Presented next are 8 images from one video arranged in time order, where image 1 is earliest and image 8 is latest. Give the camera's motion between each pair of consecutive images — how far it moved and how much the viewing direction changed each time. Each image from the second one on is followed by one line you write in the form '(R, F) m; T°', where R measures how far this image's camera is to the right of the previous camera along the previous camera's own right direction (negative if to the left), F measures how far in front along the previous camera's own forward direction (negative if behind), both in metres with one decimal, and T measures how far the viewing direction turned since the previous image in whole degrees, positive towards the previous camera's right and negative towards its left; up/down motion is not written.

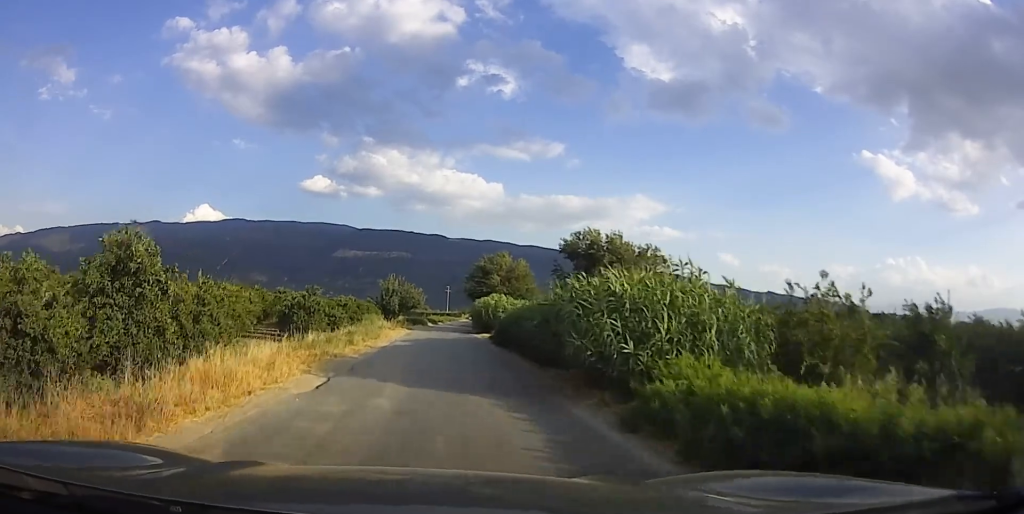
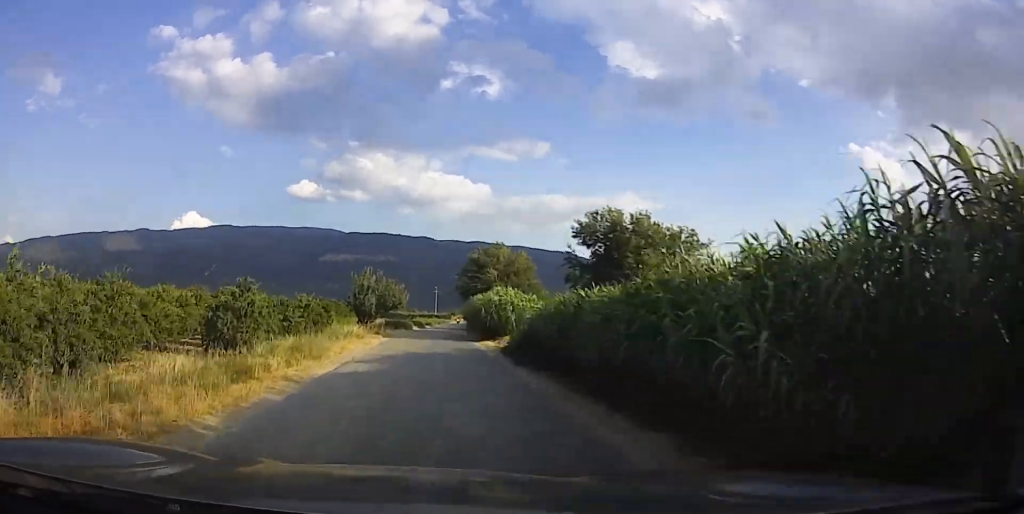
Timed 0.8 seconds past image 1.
(+0.2, +11.6) m; +3°
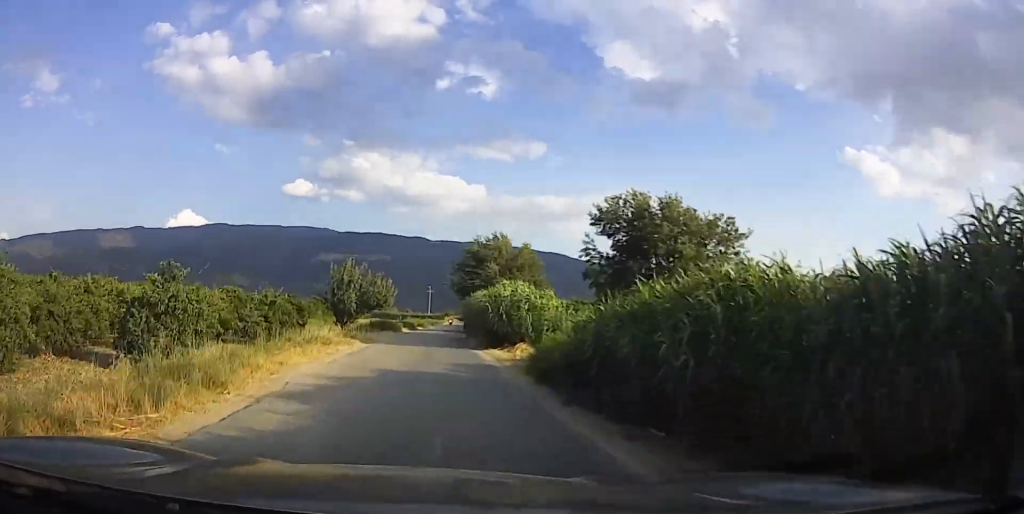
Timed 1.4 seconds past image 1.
(+0.5, +7.7) m; +1°
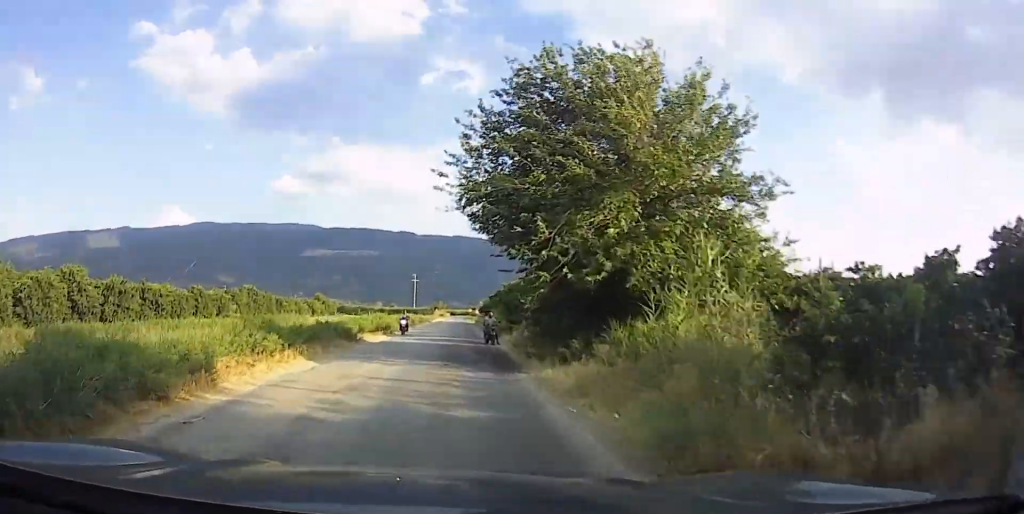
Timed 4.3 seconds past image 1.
(-1.7, +41.5) m; -12°
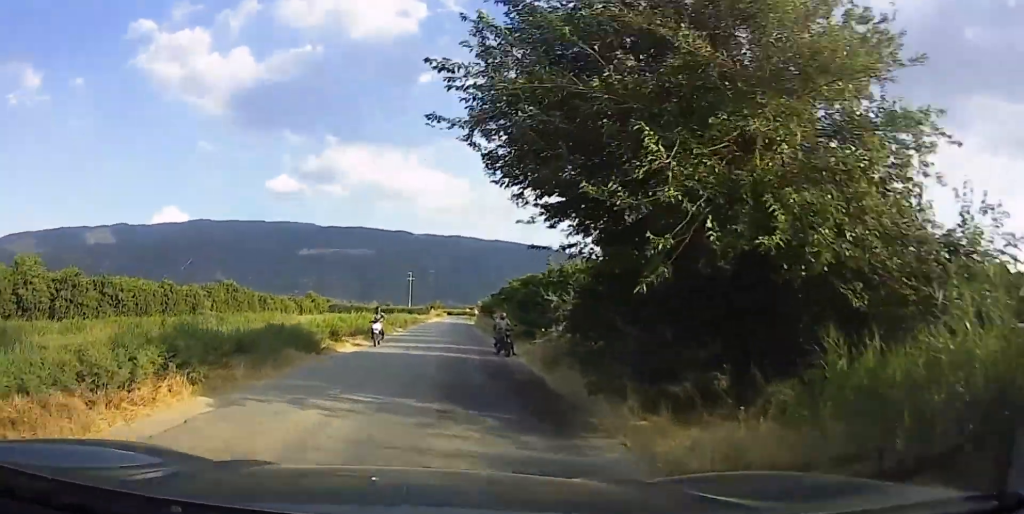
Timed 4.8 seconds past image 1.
(-0.5, +5.1) m; 0°
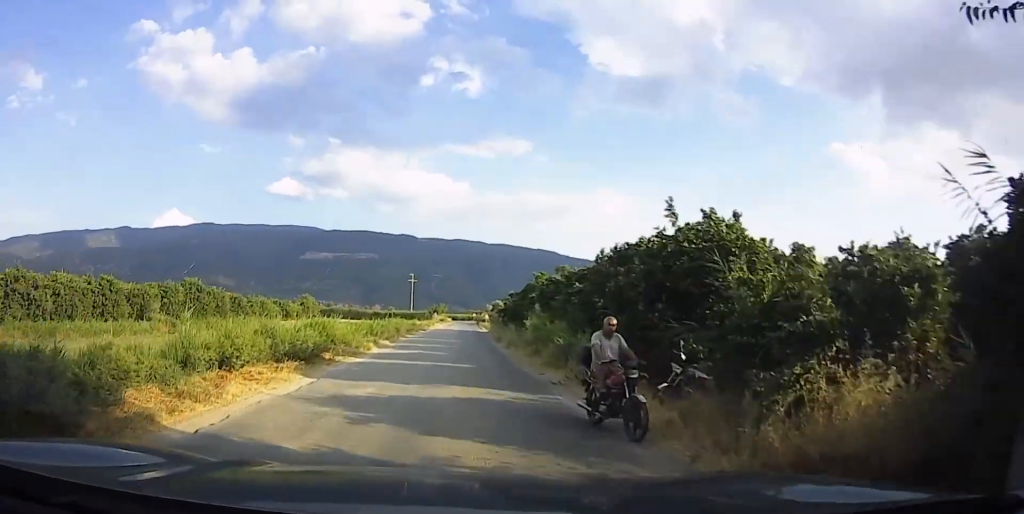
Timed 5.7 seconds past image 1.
(+1.9, +13.3) m; +11°
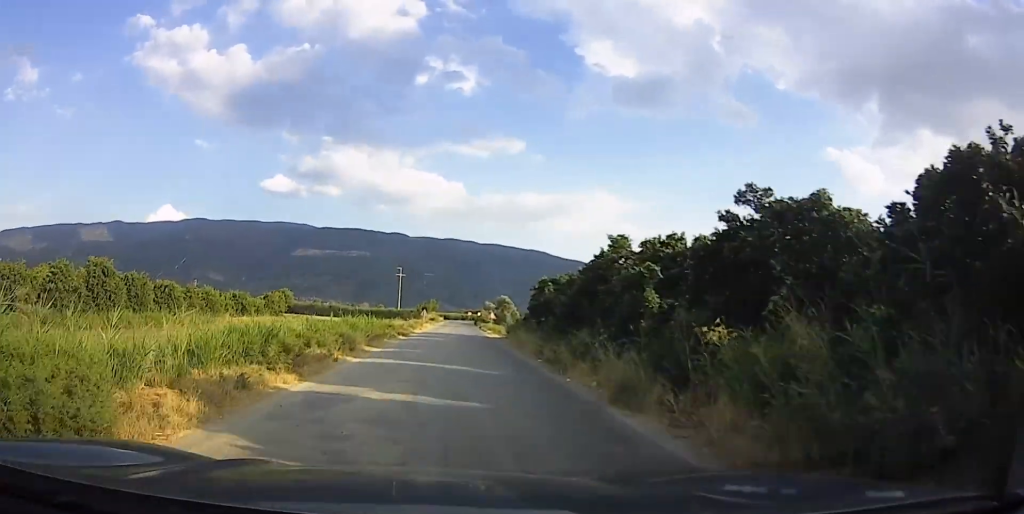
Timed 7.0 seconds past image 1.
(+0.5, +18.2) m; -2°
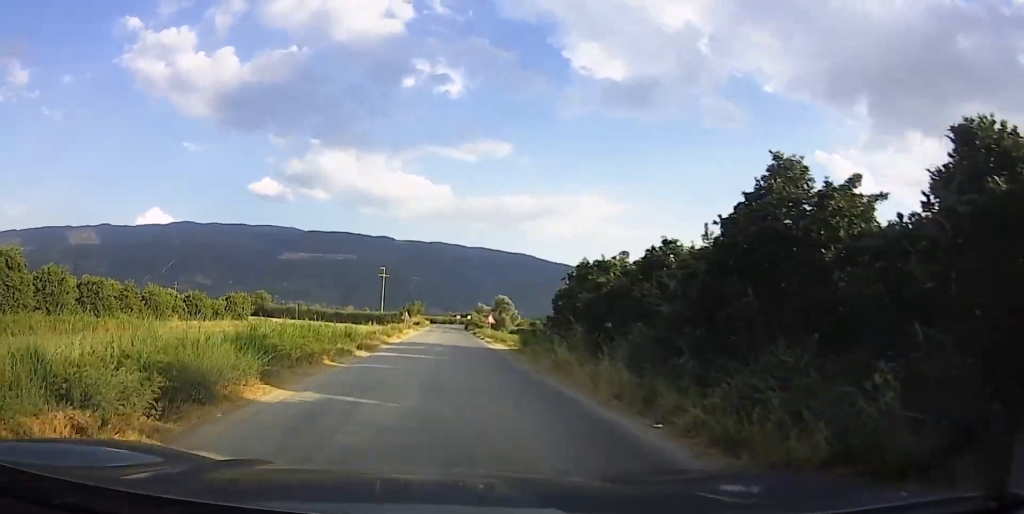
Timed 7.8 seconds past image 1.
(-0.5, +11.4) m; -2°
